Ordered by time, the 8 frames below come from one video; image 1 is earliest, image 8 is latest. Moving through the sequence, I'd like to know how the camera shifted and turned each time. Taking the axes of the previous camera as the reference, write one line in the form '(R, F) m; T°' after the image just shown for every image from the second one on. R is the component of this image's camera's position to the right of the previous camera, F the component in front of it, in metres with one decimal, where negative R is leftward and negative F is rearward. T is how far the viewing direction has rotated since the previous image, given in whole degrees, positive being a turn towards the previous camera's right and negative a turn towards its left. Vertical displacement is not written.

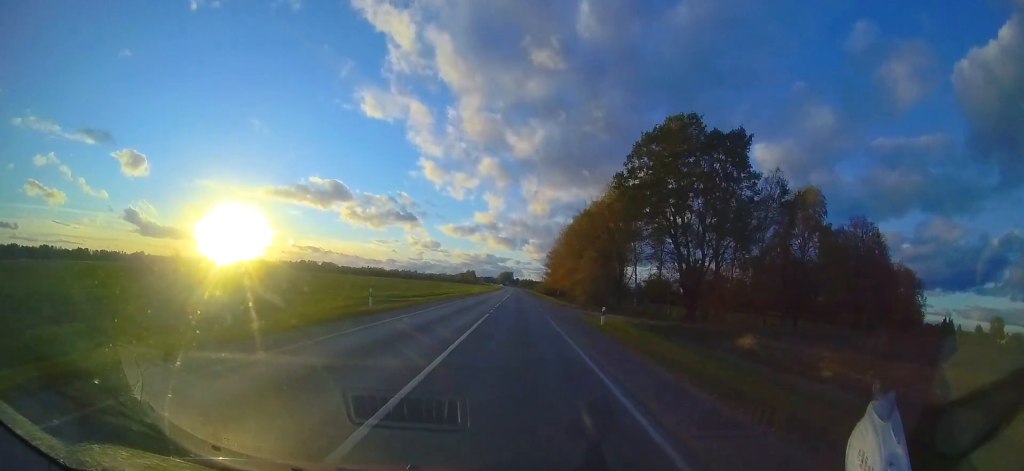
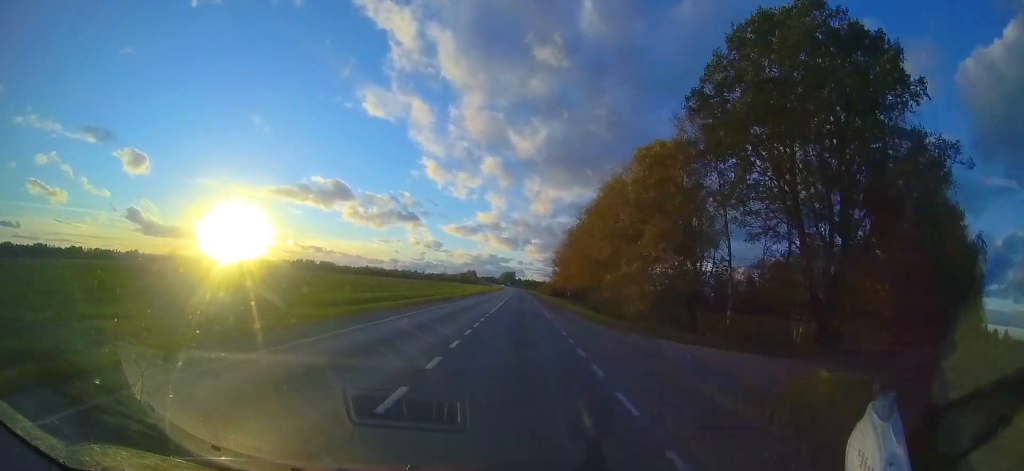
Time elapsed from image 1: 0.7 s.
(+0.1, +16.6) m; 0°
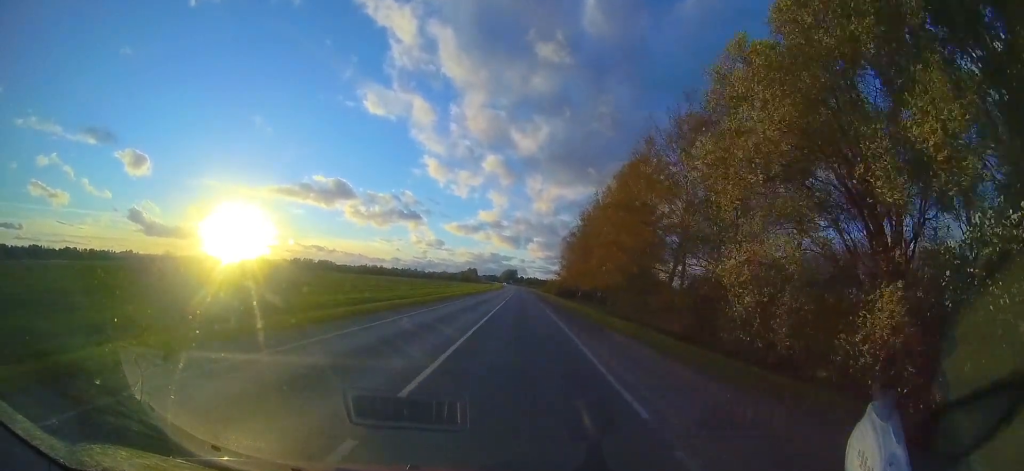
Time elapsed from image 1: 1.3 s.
(+0.1, +13.8) m; -1°
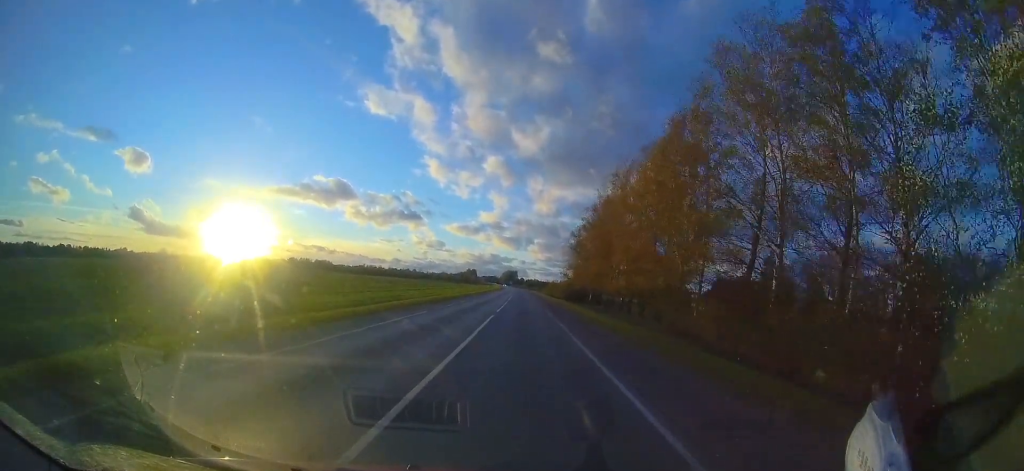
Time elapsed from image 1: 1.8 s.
(-0.2, +11.7) m; -1°
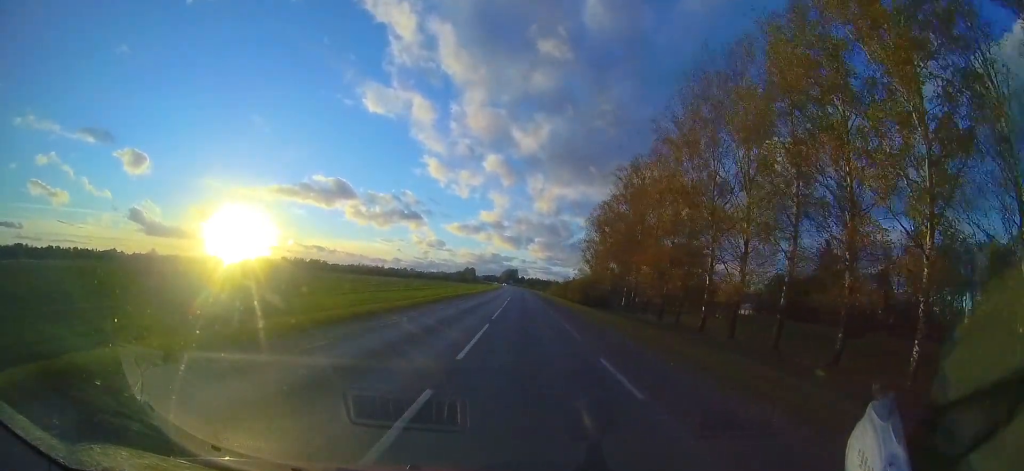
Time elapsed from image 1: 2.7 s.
(-0.2, +20.2) m; 0°
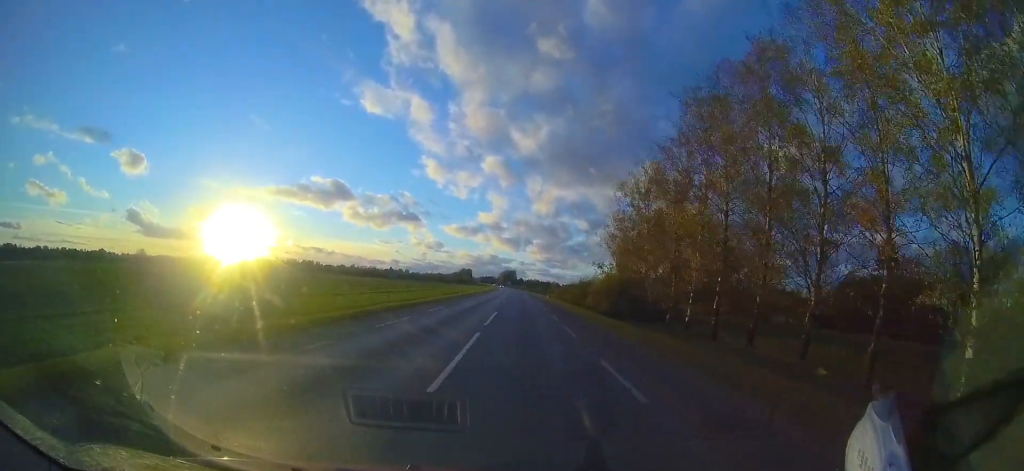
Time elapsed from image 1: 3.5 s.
(0.0, +17.4) m; 0°
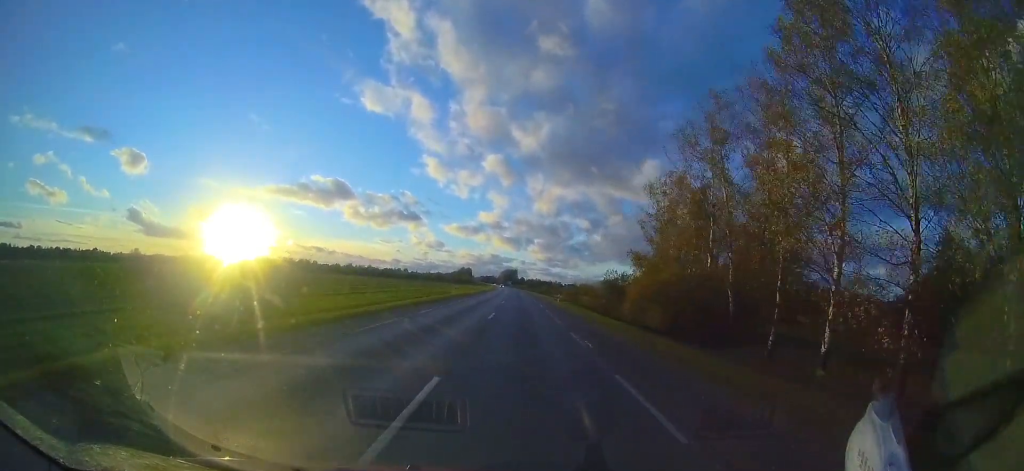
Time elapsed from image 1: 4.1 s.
(+0.1, +13.6) m; -1°
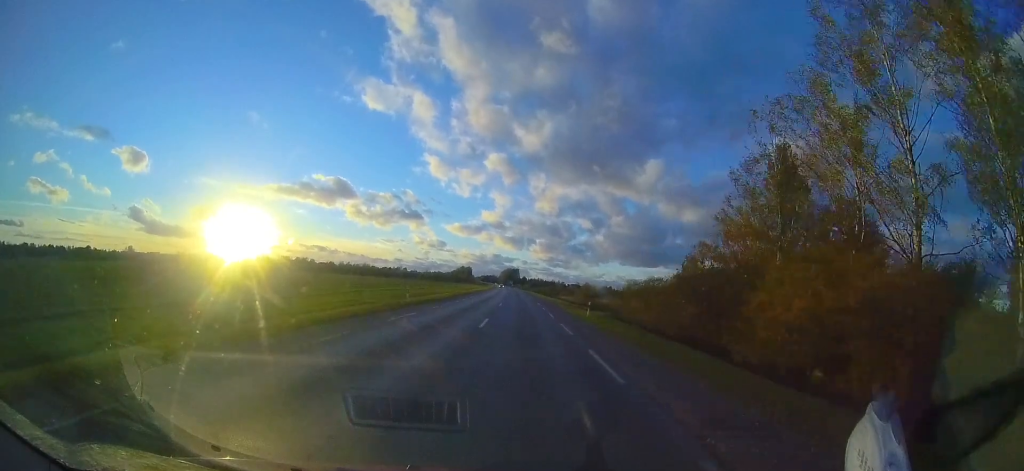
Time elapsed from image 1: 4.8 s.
(-0.3, +14.8) m; 0°
